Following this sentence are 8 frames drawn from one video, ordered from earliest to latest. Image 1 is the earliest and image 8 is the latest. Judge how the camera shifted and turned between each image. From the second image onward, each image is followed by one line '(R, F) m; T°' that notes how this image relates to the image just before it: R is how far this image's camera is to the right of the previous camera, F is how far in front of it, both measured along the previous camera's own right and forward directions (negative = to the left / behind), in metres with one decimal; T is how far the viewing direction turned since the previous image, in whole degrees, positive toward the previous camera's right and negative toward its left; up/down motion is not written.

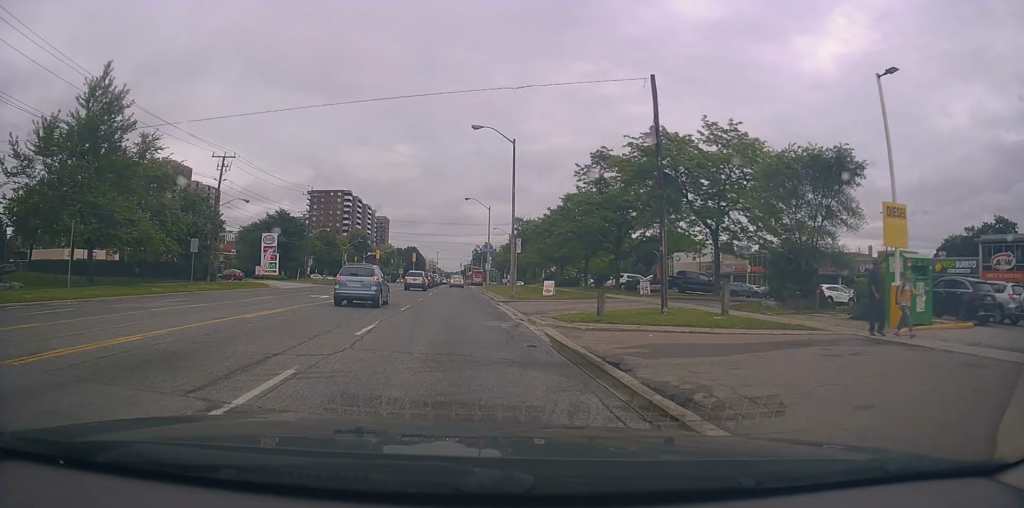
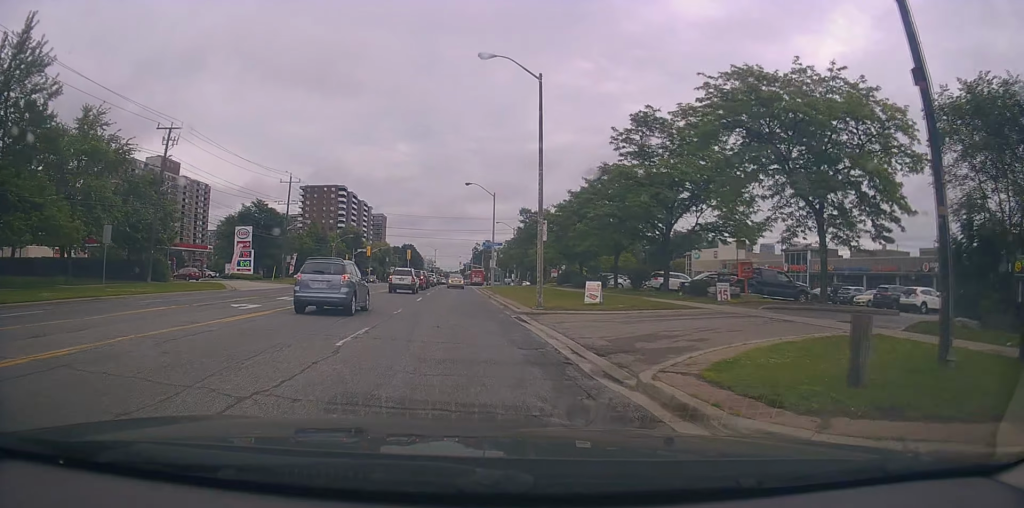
(+0.4, +10.9) m; +1°
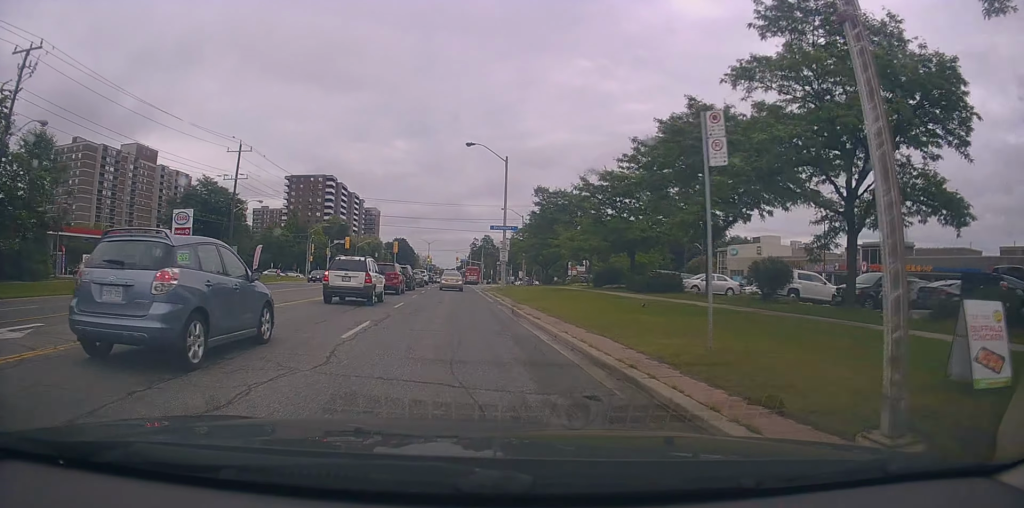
(-0.3, +18.0) m; 0°
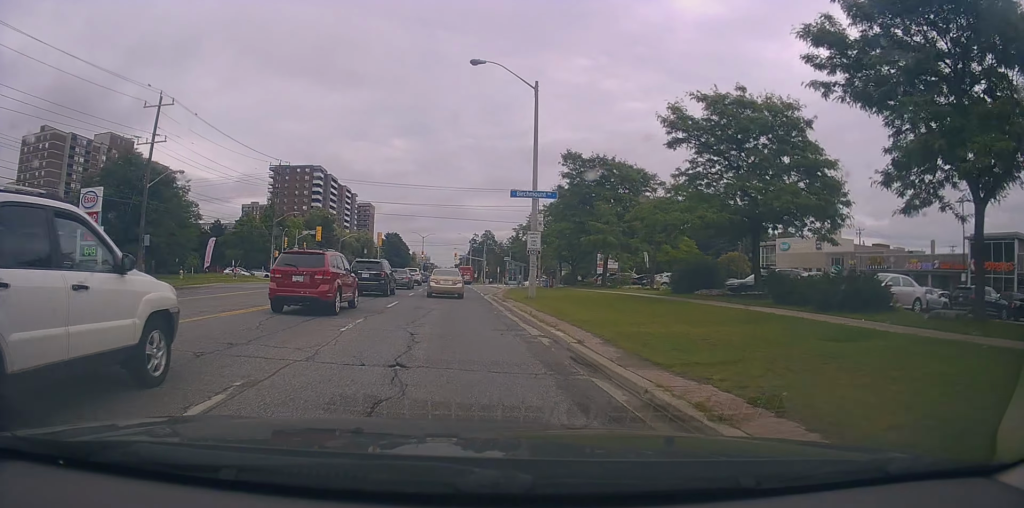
(-0.2, +18.1) m; 0°
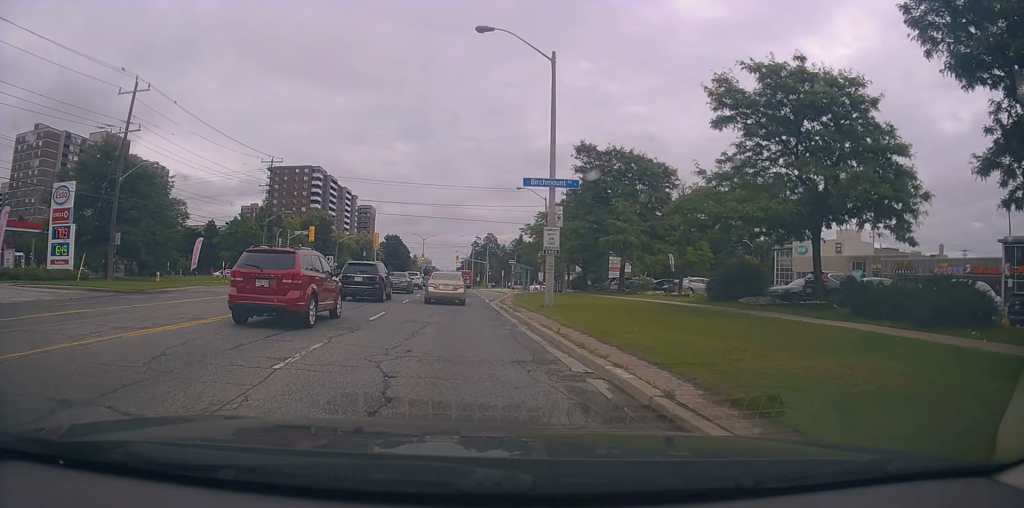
(-0.2, +4.6) m; +2°
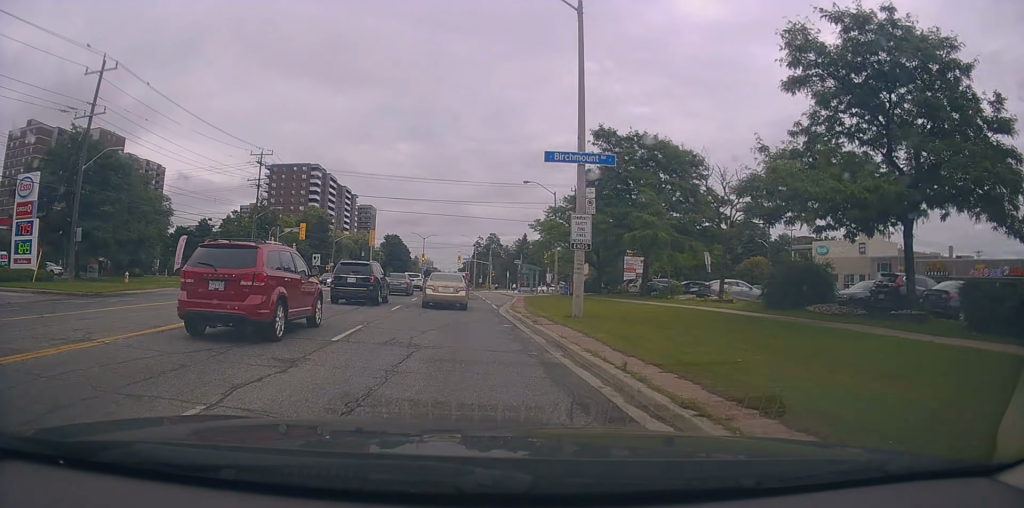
(+0.3, +5.0) m; 0°
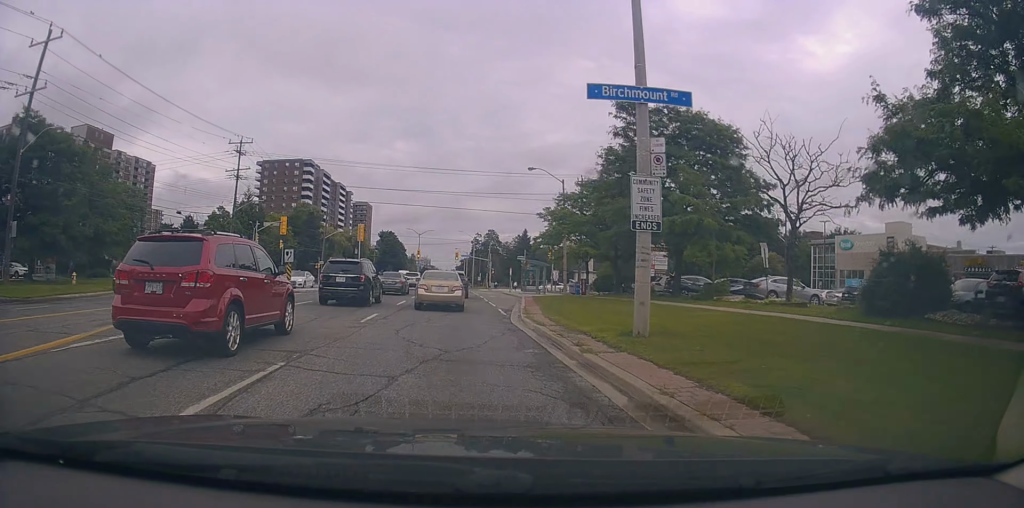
(+0.4, +6.1) m; -2°
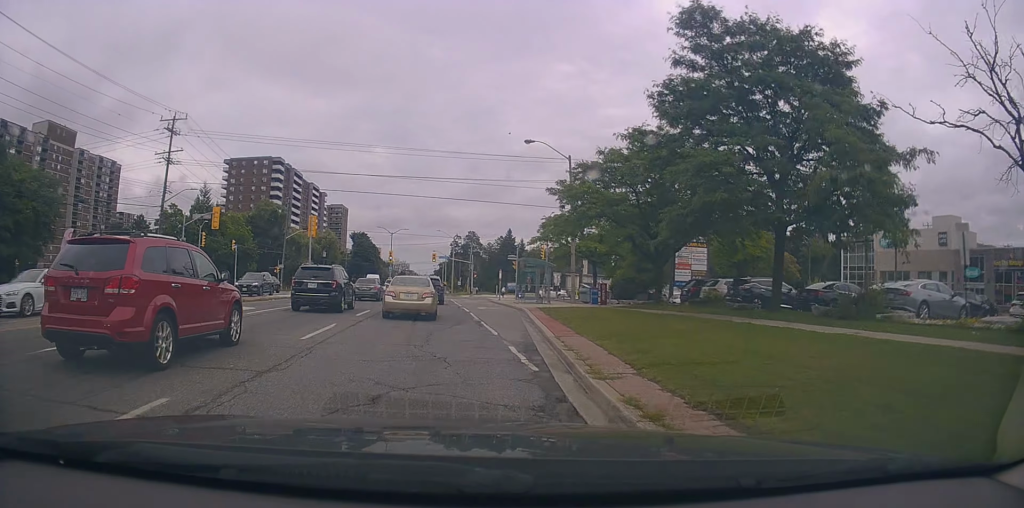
(-0.2, +12.4) m; +4°
